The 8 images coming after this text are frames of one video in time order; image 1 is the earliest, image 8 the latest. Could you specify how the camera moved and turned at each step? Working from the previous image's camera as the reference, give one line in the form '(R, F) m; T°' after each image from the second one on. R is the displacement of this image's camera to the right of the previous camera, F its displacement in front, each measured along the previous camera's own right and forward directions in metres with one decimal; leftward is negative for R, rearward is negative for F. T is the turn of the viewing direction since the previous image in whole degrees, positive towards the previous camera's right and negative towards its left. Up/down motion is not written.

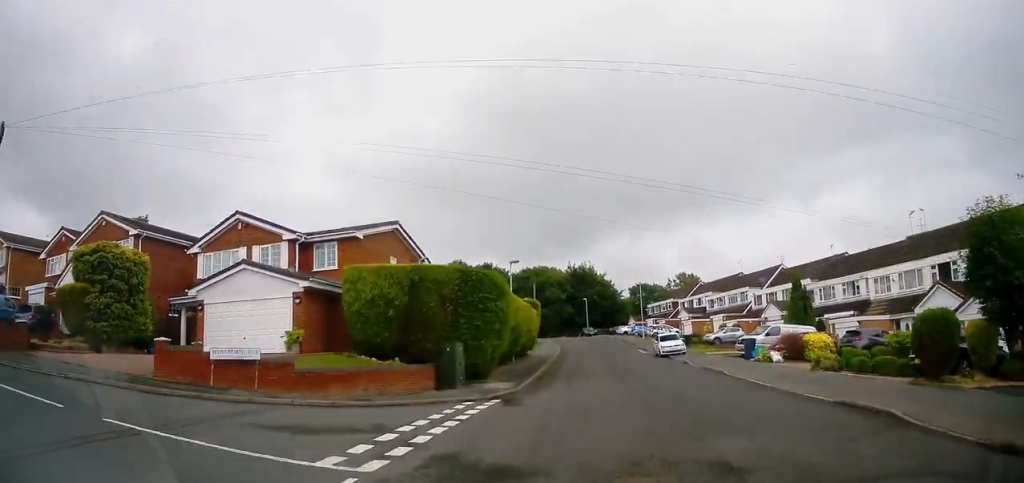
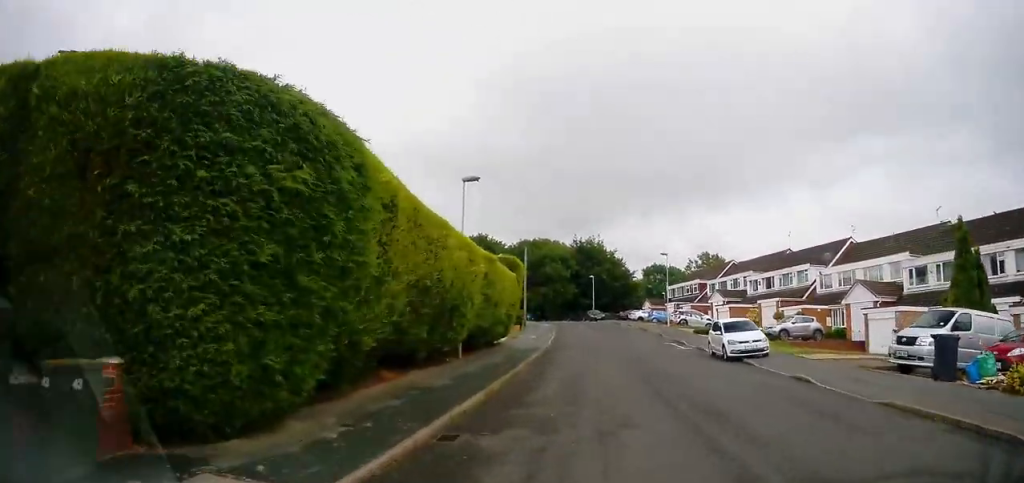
(-0.1, +17.3) m; -1°
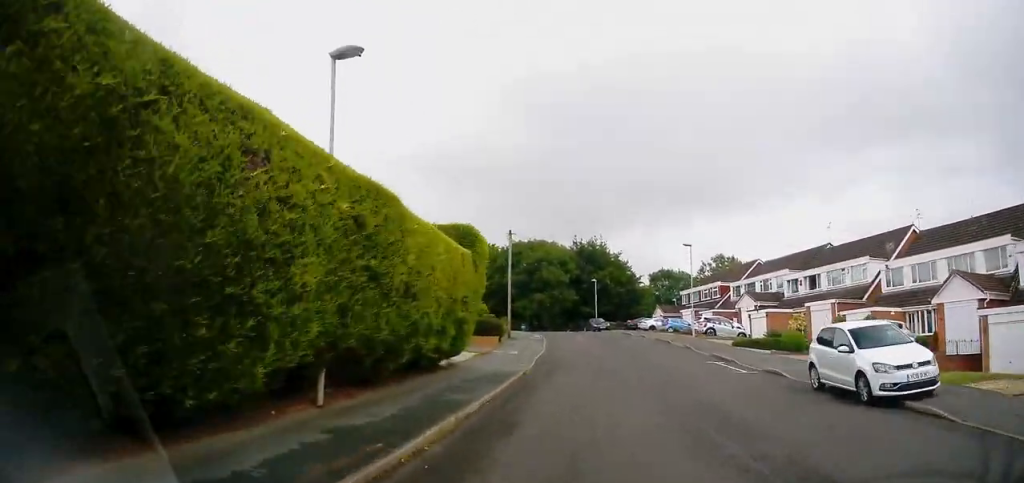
(-0.1, +10.8) m; 0°
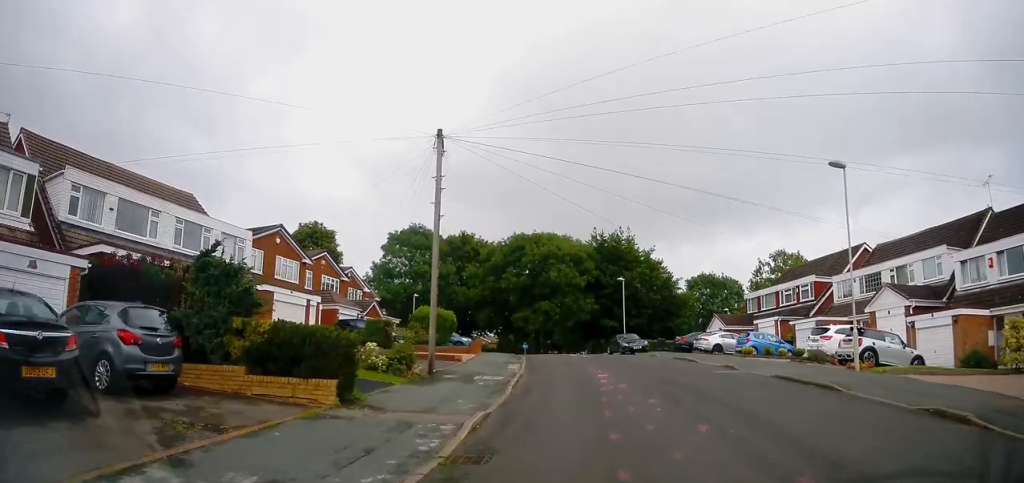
(-0.1, +22.5) m; -2°
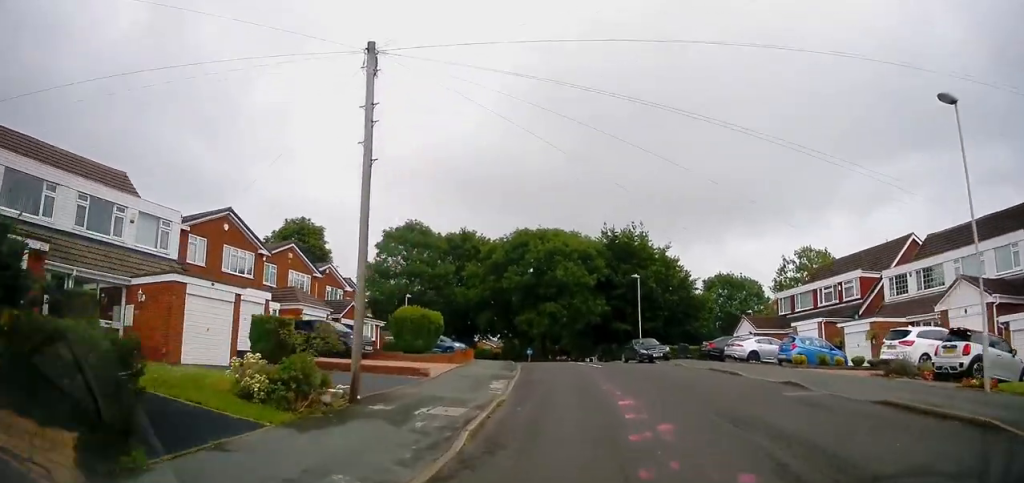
(-0.1, +6.3) m; -2°
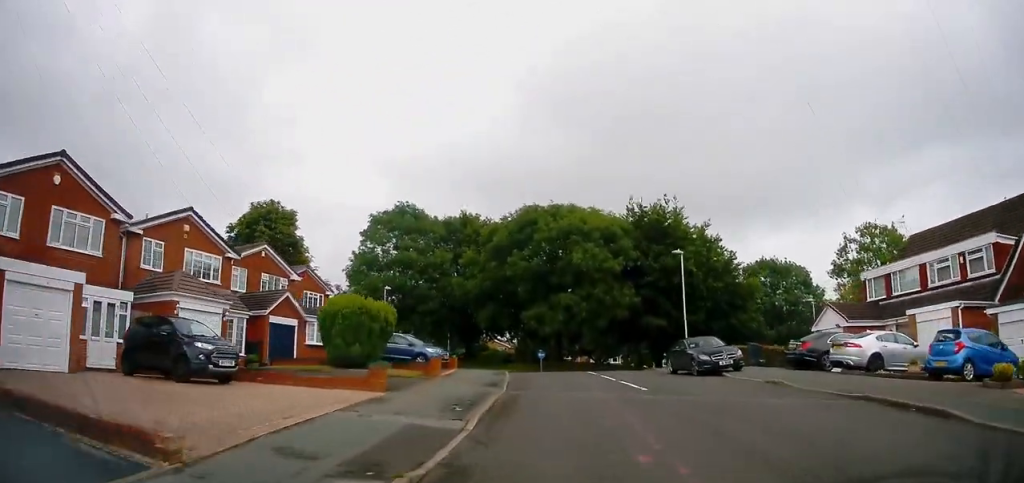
(-0.3, +11.7) m; -3°
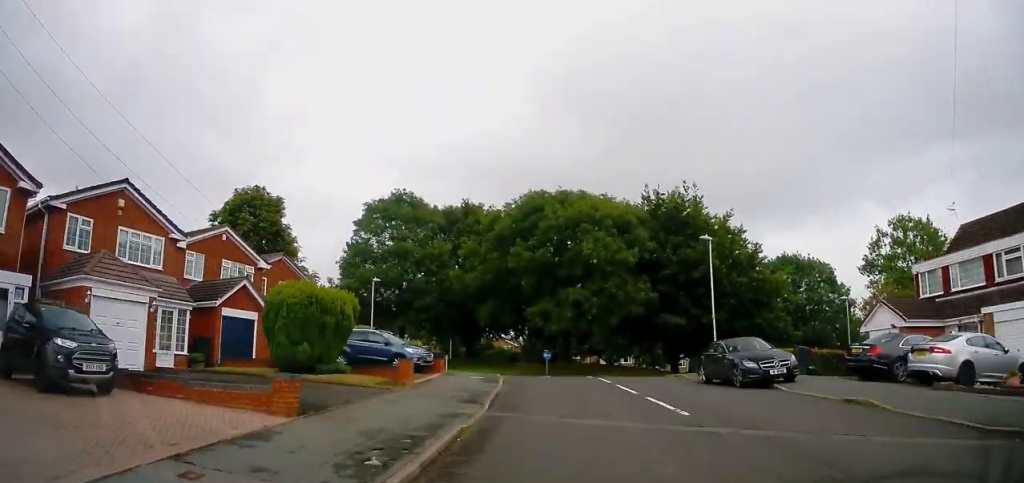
(-0.2, +5.0) m; -1°
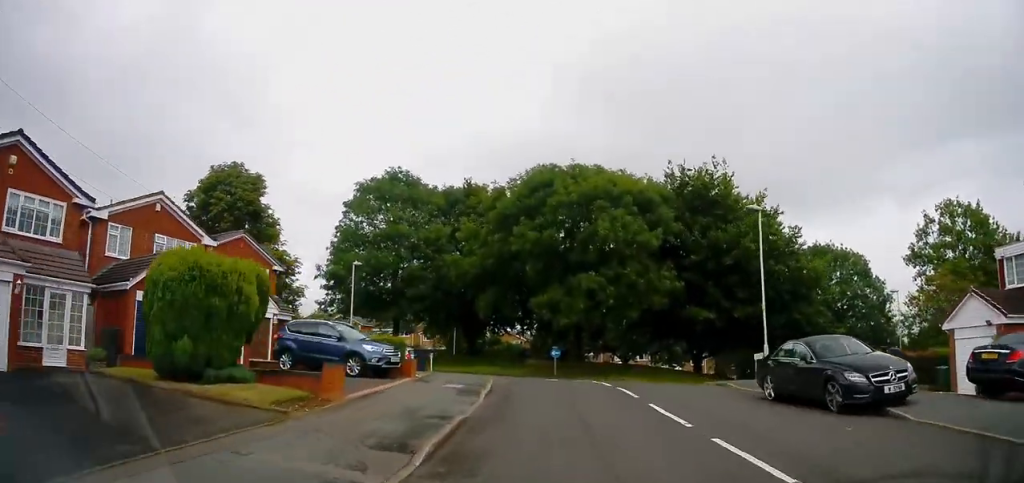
(0.0, +6.0) m; 0°
